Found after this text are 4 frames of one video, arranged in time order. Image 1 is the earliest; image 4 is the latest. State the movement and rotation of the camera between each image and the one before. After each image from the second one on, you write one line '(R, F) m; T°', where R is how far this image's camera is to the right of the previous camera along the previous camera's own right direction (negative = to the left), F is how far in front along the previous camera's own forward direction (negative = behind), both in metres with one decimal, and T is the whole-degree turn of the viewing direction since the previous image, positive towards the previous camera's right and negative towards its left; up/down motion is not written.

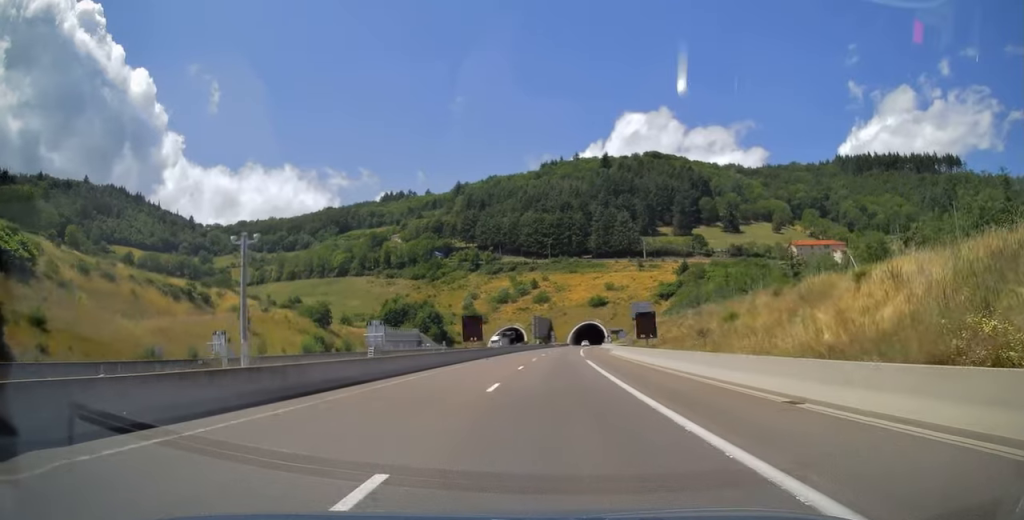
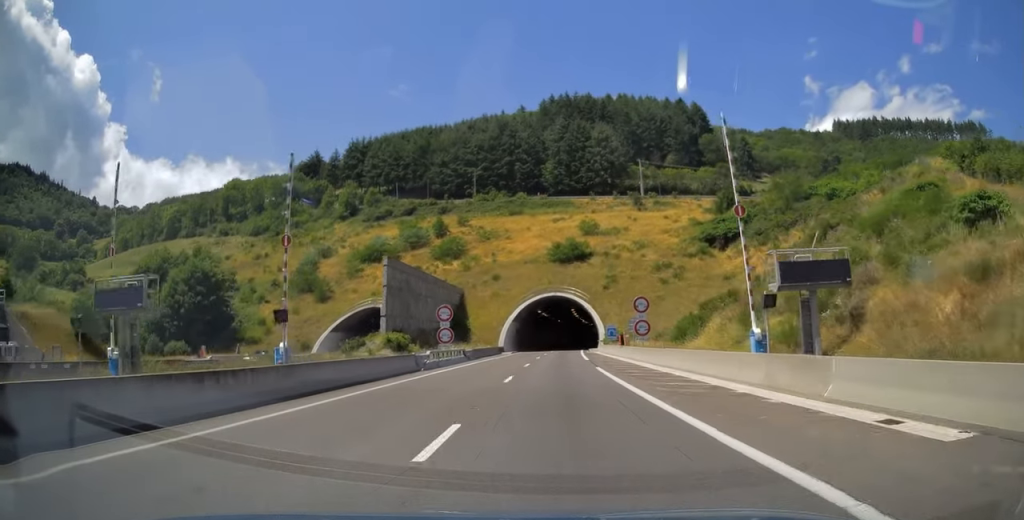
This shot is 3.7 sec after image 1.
(+6.5, +117.8) m; +6°
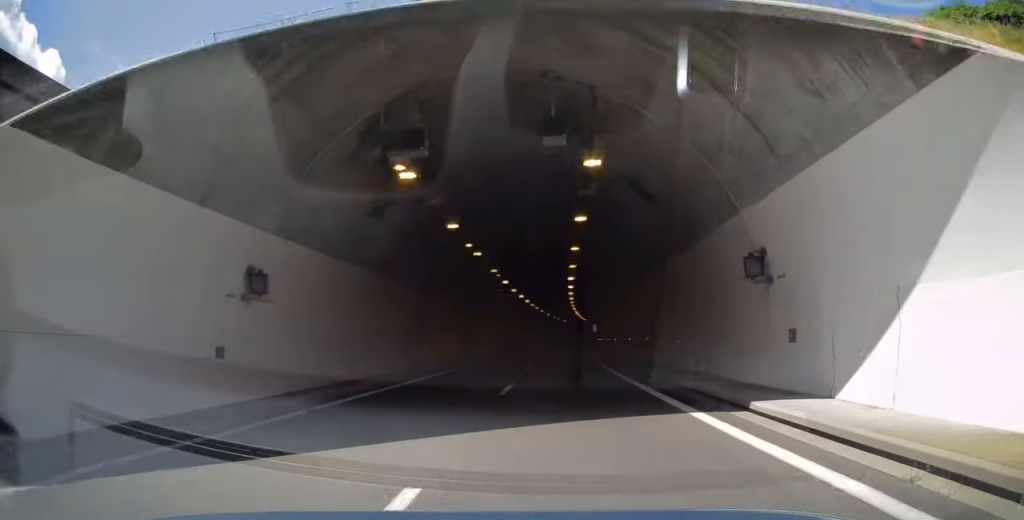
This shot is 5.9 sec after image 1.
(+1.3, +69.7) m; +2°
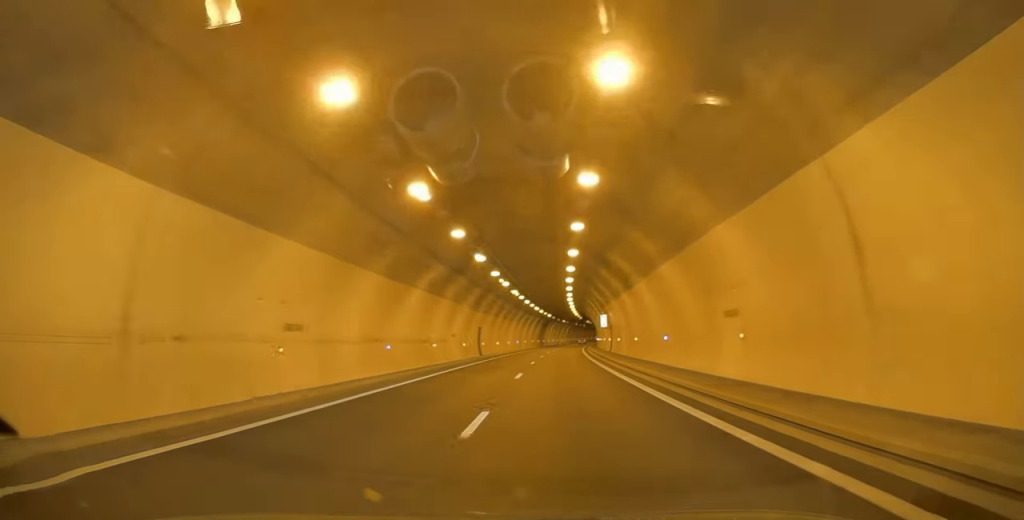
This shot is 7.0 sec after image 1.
(+0.2, +33.4) m; 0°
